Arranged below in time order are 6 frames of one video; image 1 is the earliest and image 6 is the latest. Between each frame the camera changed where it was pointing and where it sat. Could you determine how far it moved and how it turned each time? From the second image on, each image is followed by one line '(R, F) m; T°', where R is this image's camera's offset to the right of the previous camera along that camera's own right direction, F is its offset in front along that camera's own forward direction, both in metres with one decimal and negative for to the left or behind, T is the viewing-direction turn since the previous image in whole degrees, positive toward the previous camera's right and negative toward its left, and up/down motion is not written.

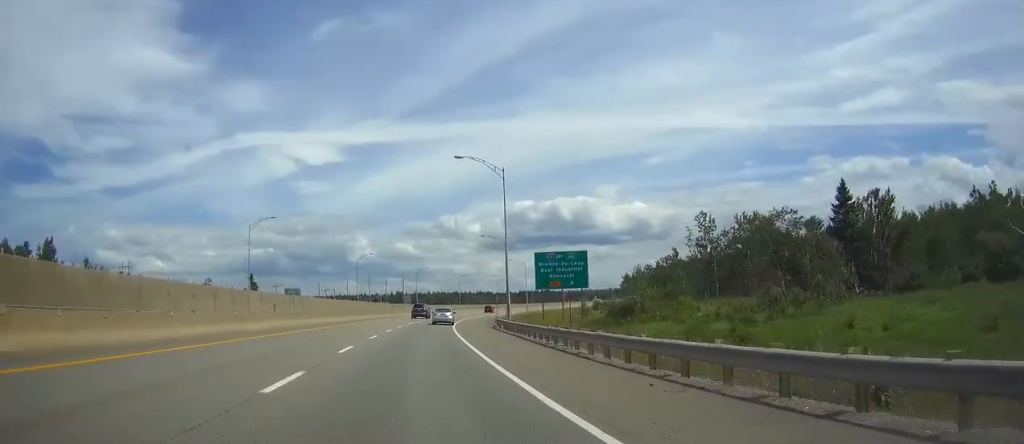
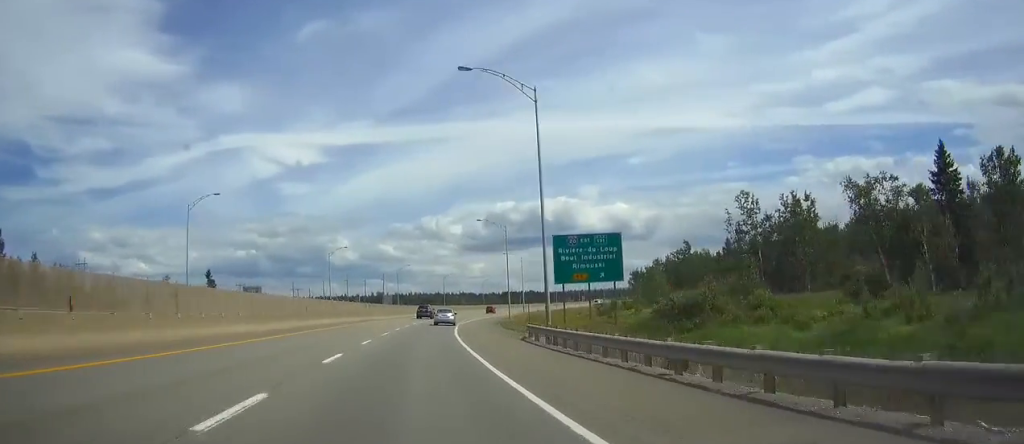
(+0.2, +20.7) m; +1°
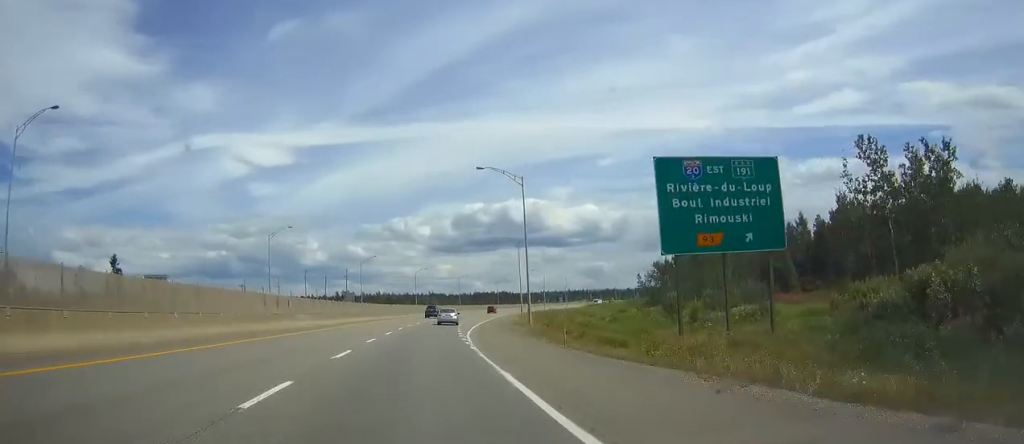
(+0.5, +33.6) m; +3°
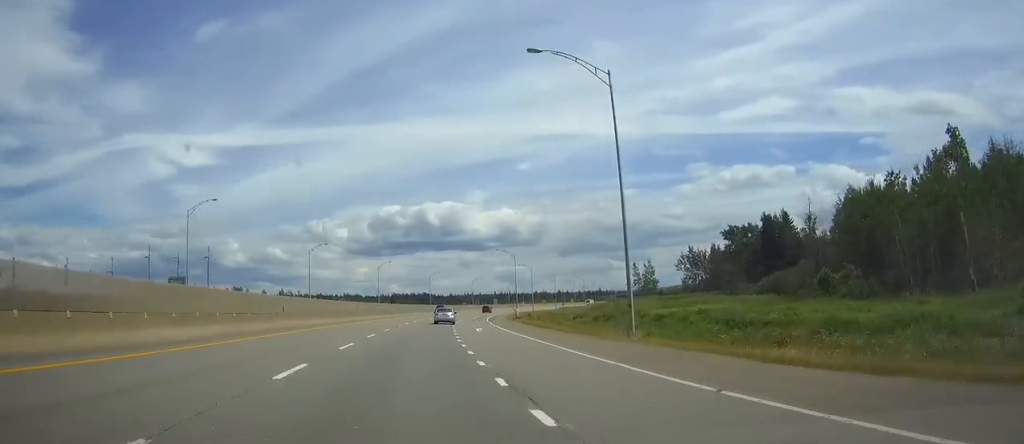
(+5.8, +84.3) m; +7°
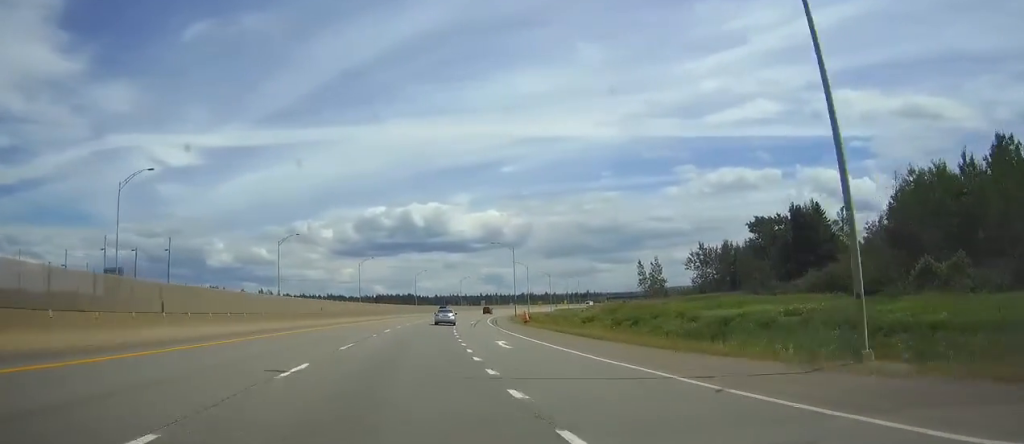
(+0.1, +17.4) m; +1°
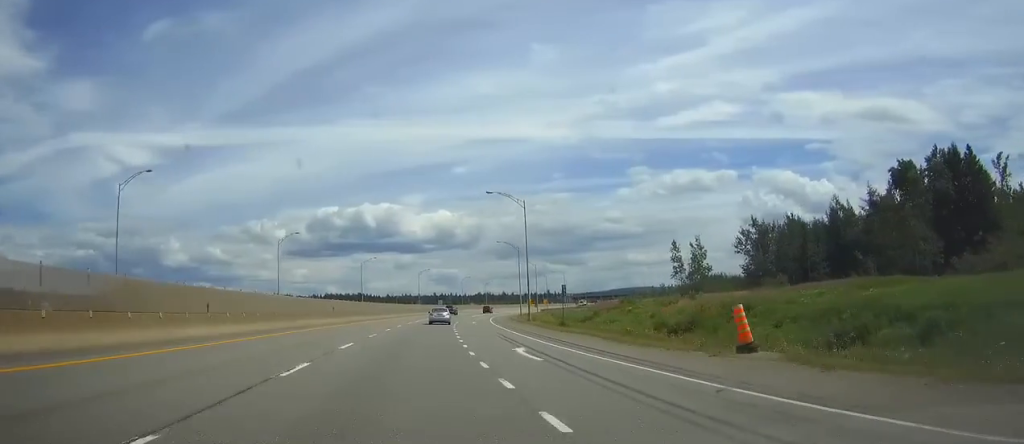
(+2.0, +52.6) m; +4°
